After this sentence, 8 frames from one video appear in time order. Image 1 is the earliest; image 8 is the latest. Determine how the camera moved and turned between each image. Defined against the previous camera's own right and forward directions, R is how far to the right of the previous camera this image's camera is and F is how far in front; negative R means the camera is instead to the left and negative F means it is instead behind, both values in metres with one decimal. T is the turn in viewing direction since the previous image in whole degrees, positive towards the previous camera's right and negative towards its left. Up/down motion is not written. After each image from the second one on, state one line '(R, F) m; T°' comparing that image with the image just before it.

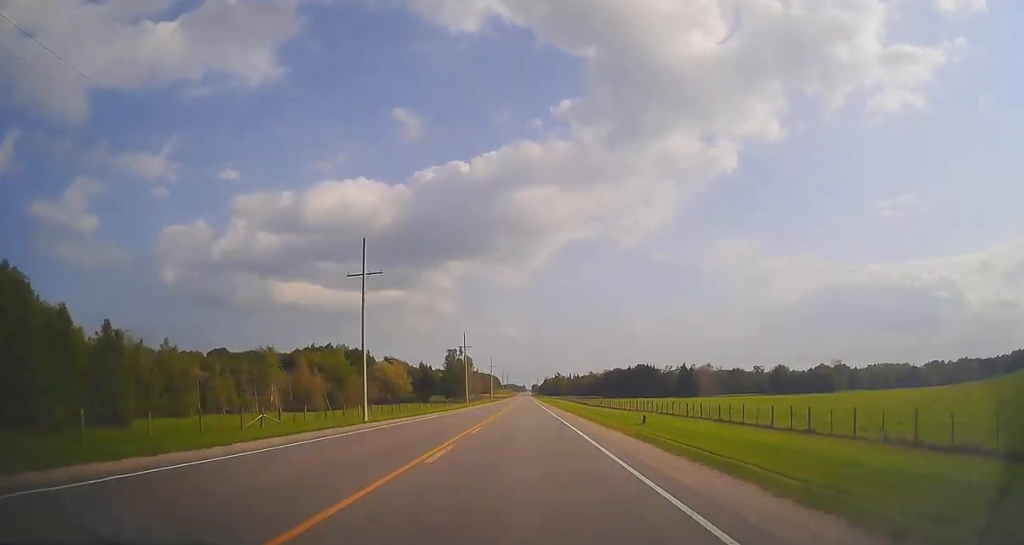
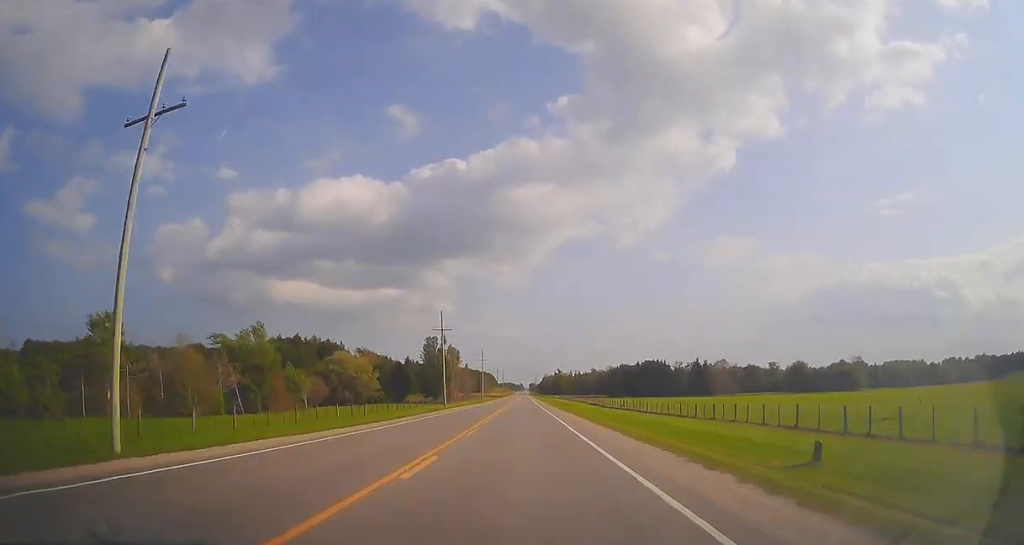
(0.0, +27.8) m; 0°
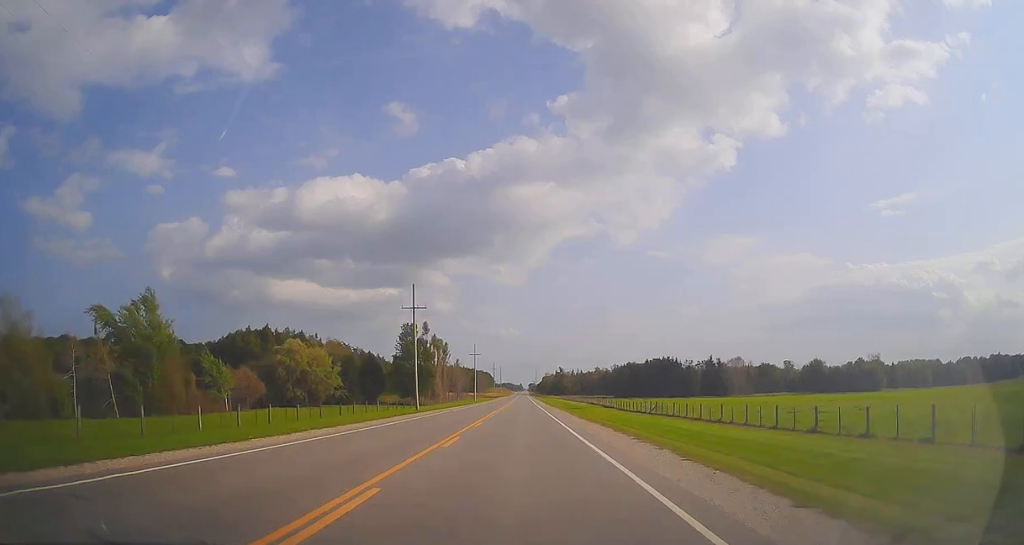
(-0.1, +21.8) m; 0°
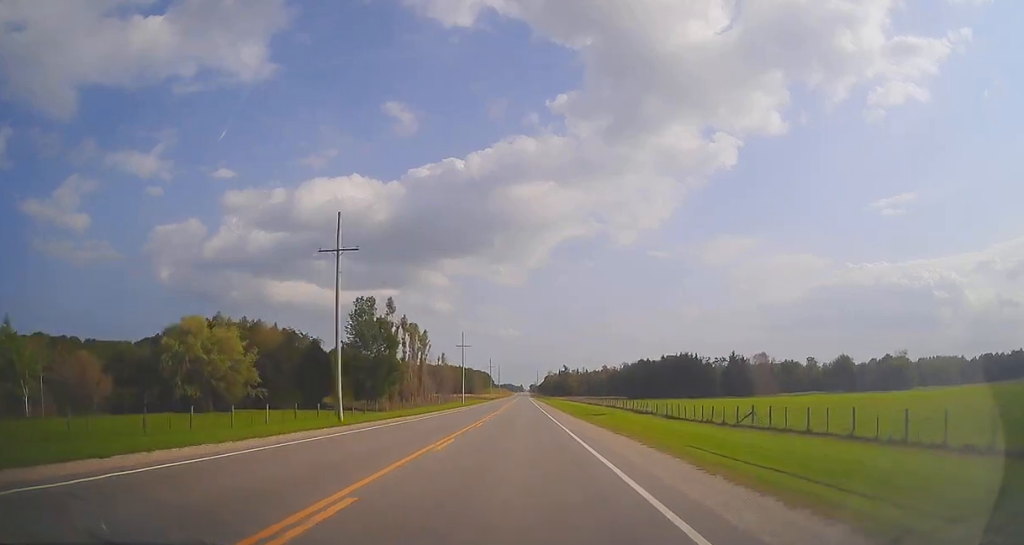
(0.0, +28.3) m; 0°
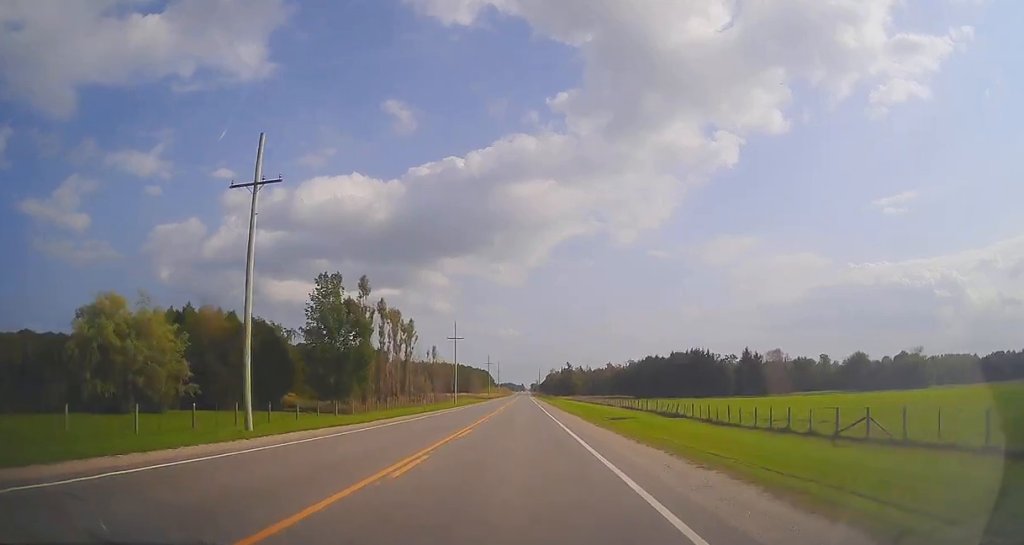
(+0.2, +13.4) m; 0°
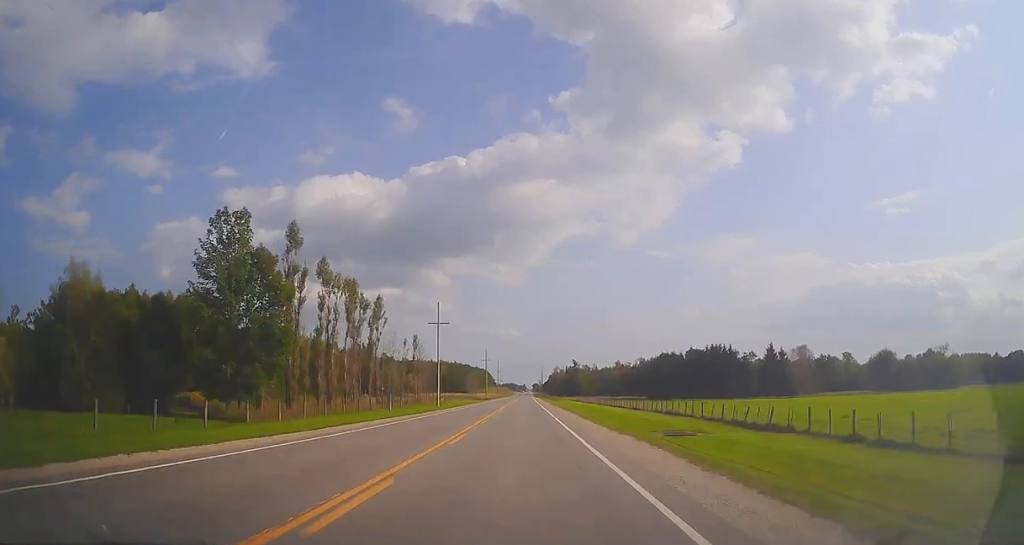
(-0.2, +21.5) m; 0°
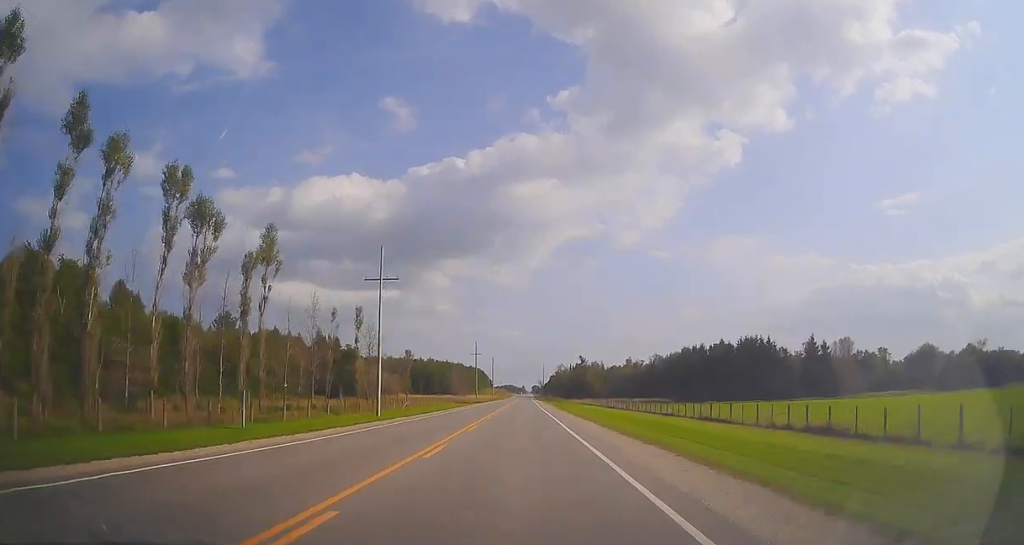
(-0.1, +31.6) m; 0°
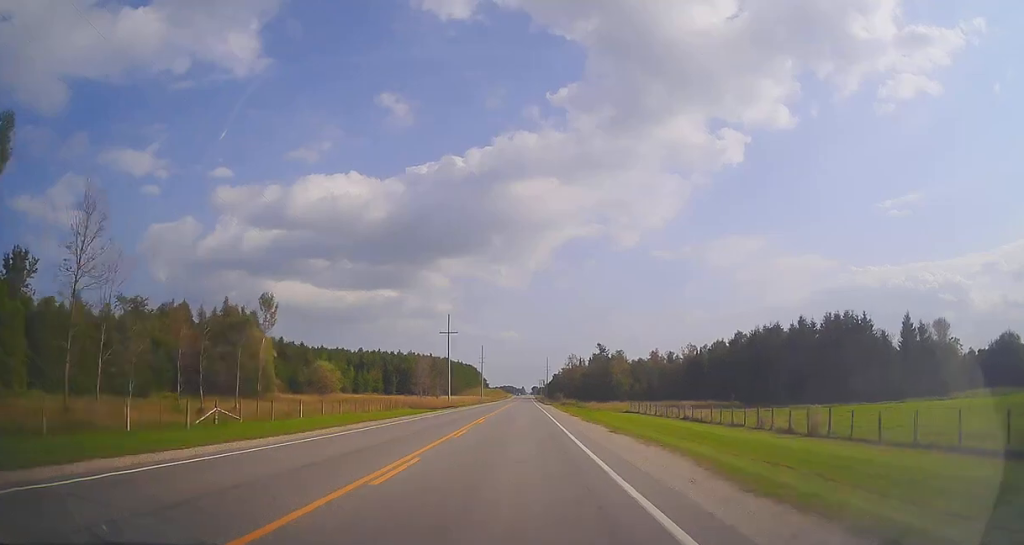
(0.0, +47.3) m; 0°
